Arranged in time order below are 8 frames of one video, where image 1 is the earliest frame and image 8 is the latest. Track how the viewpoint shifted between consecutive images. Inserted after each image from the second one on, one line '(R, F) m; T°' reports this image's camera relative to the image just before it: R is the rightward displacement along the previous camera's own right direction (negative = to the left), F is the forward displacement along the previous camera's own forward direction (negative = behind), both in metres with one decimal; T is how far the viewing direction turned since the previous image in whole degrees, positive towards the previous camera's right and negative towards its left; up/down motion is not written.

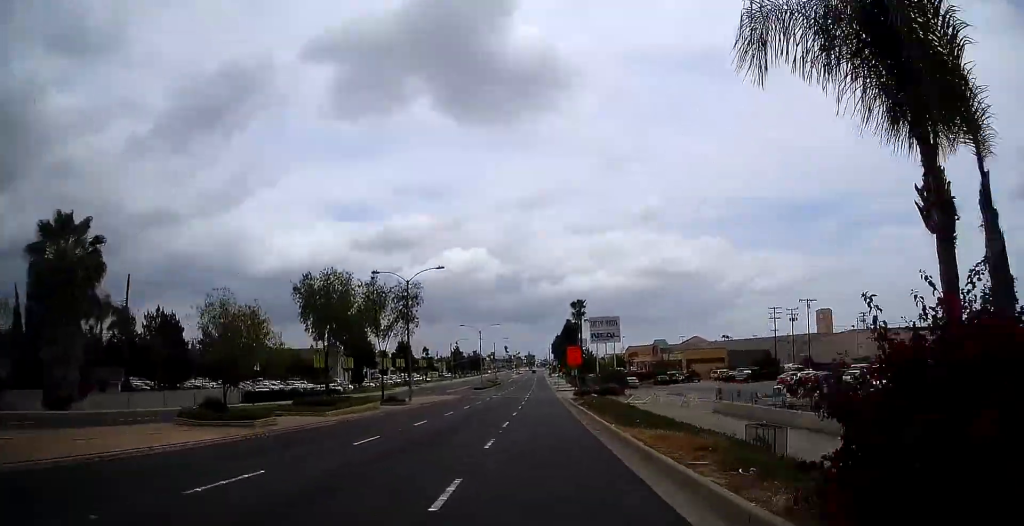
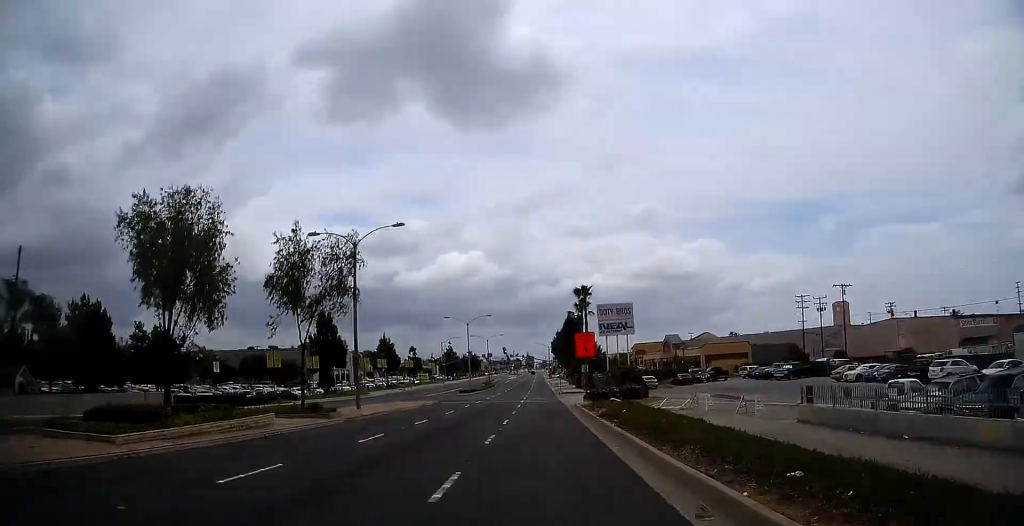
(+0.1, +14.2) m; 0°
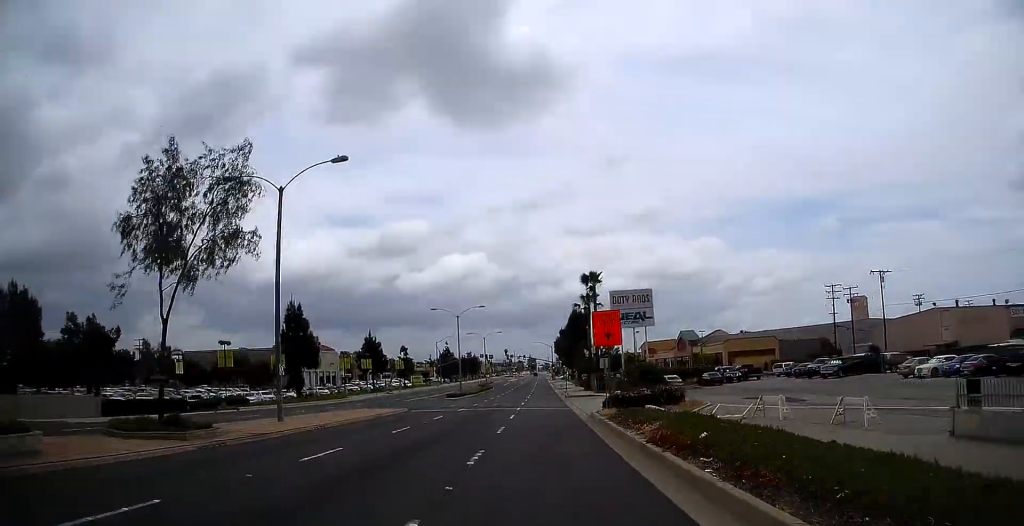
(-0.1, +11.4) m; -1°
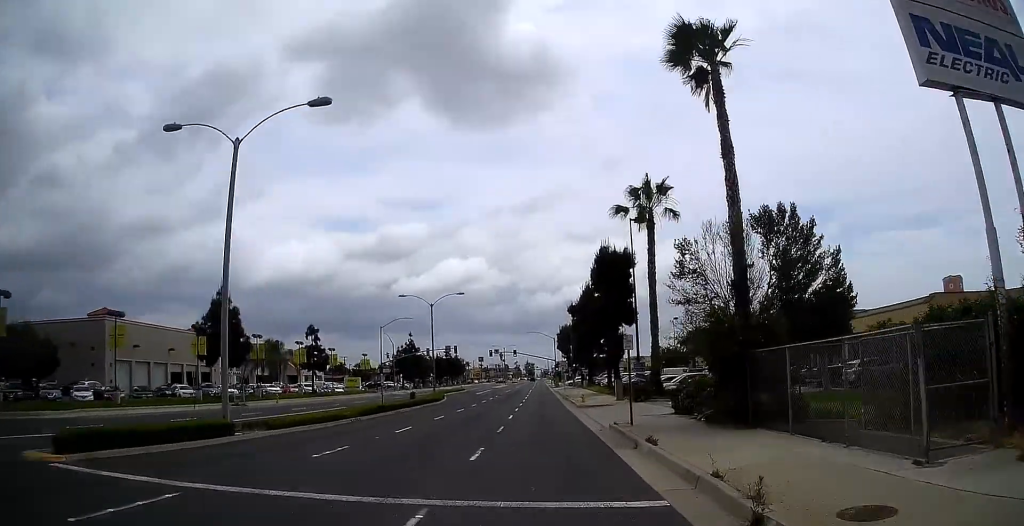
(-1.1, +51.5) m; -2°
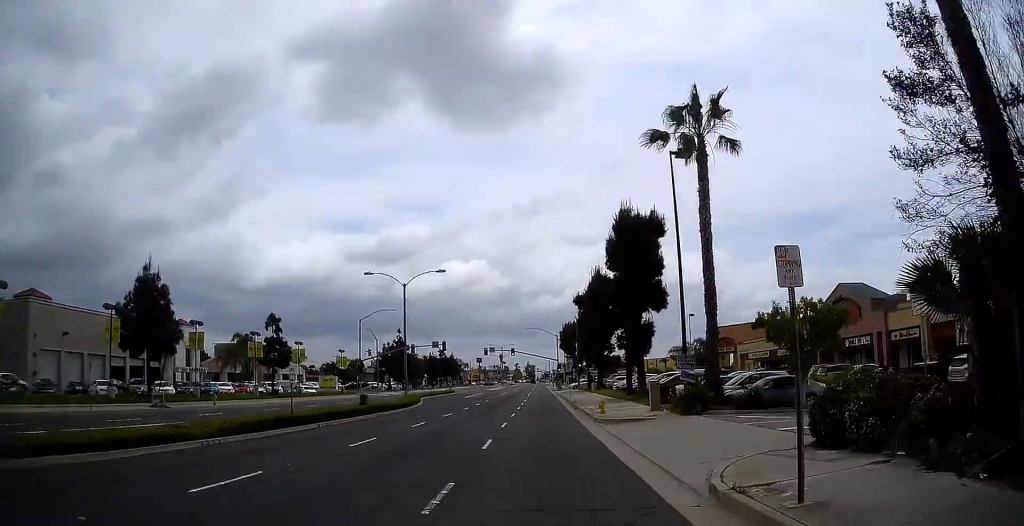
(+0.1, +12.4) m; 0°
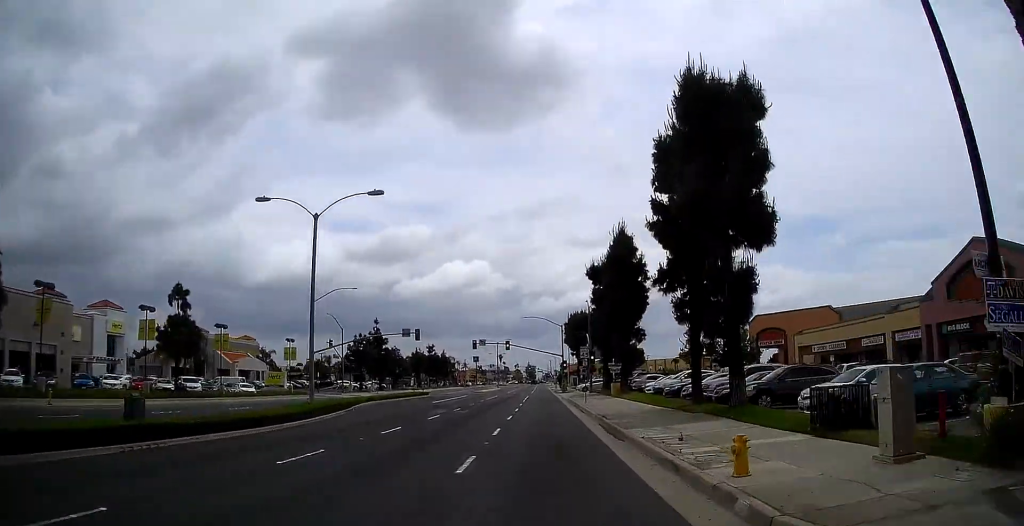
(+0.1, +19.4) m; +1°
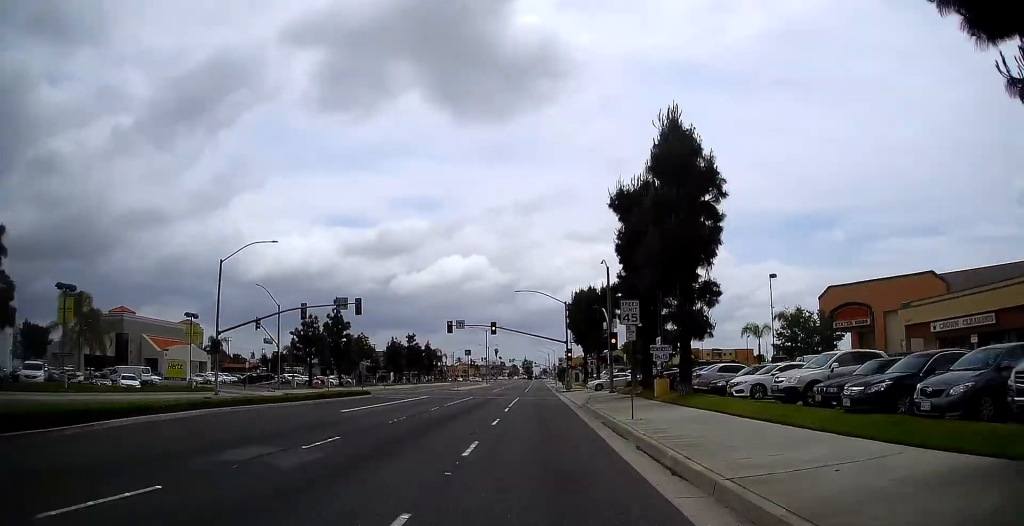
(+0.2, +21.4) m; -1°
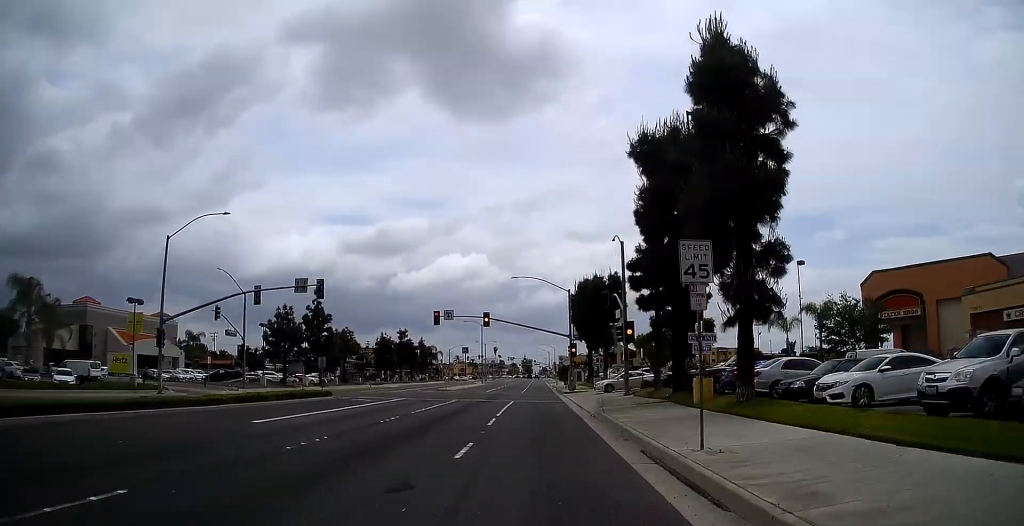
(-0.2, +8.7) m; 0°
